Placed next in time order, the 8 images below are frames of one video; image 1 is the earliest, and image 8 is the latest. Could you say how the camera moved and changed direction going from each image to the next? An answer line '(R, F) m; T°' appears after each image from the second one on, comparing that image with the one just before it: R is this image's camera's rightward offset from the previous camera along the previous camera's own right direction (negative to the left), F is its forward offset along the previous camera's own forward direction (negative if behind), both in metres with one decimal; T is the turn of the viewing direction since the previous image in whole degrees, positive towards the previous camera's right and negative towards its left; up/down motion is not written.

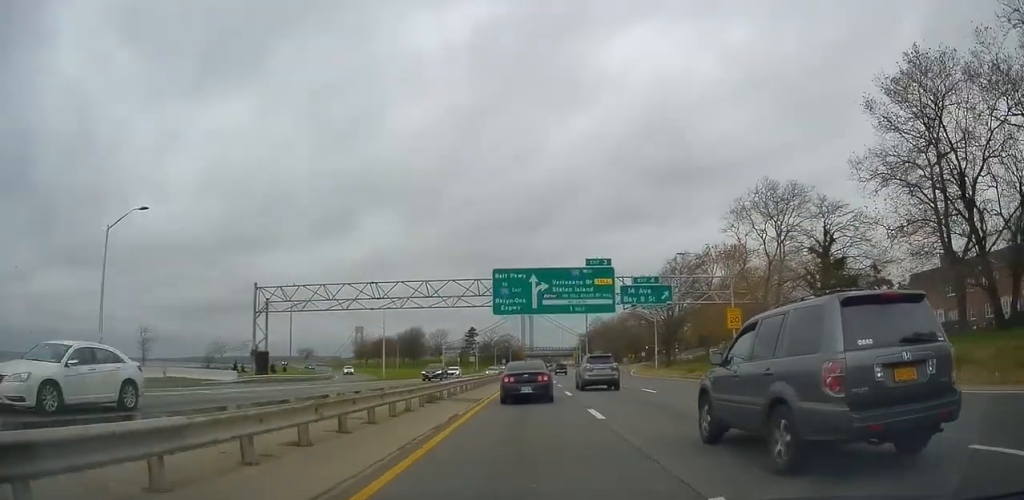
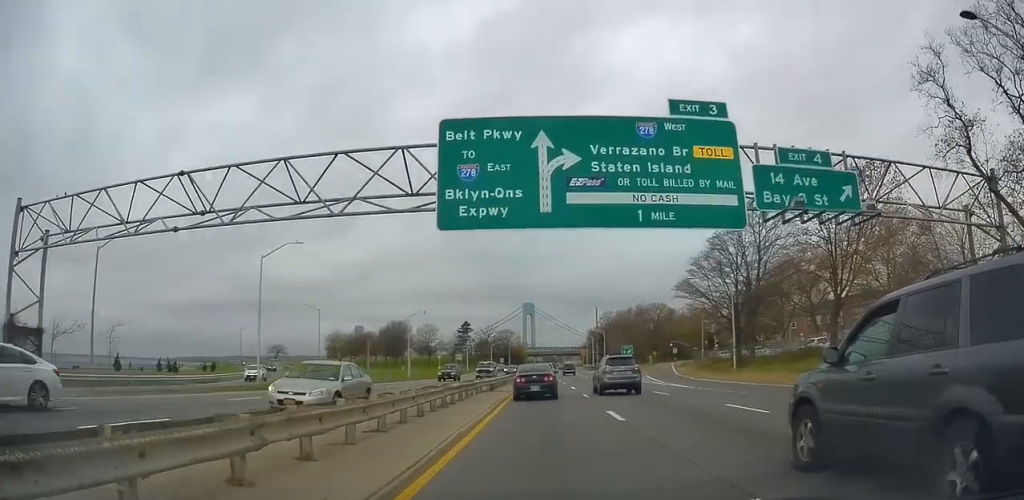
(+0.1, +33.6) m; +1°
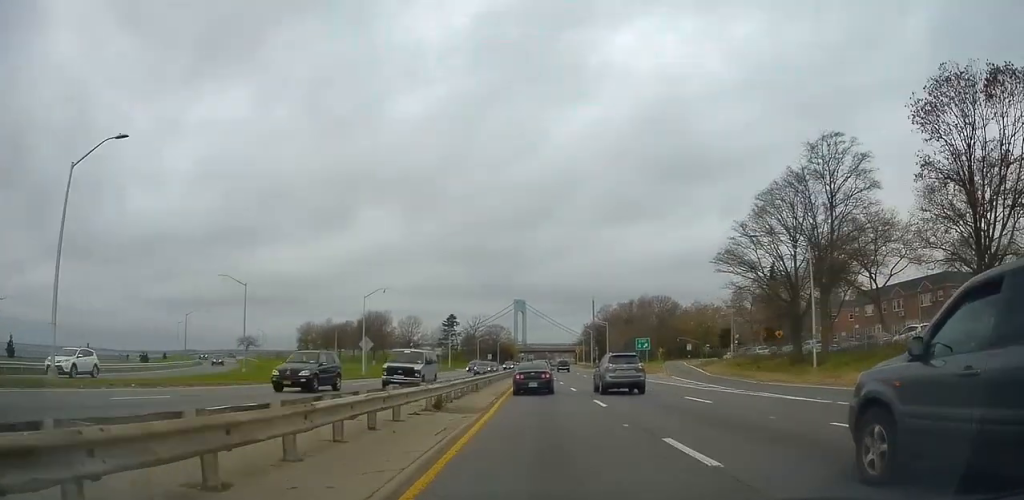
(+0.4, +17.8) m; 0°
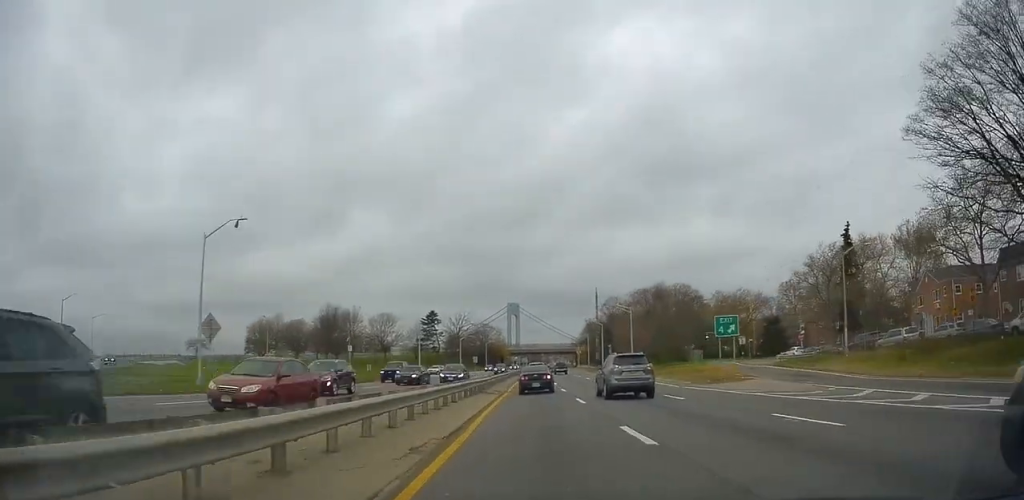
(-0.4, +30.6) m; 0°
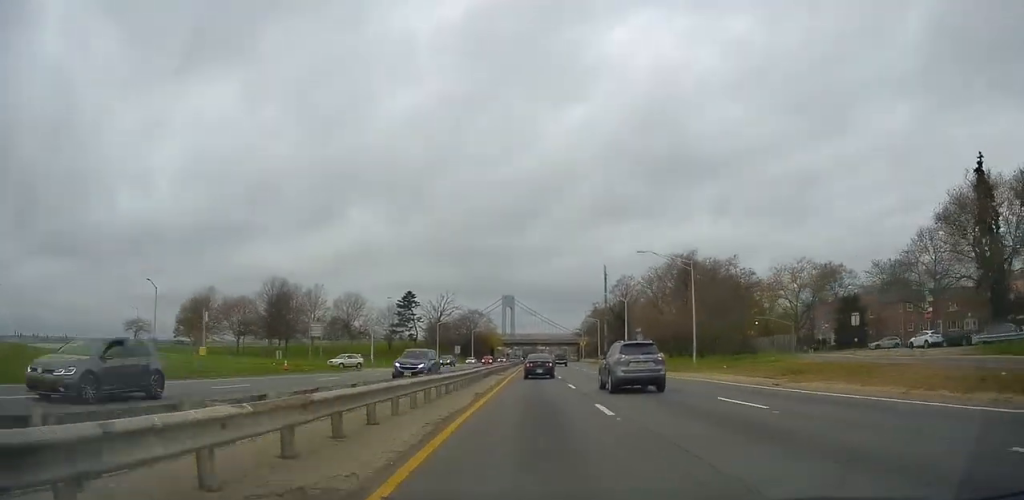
(+0.5, +29.9) m; 0°
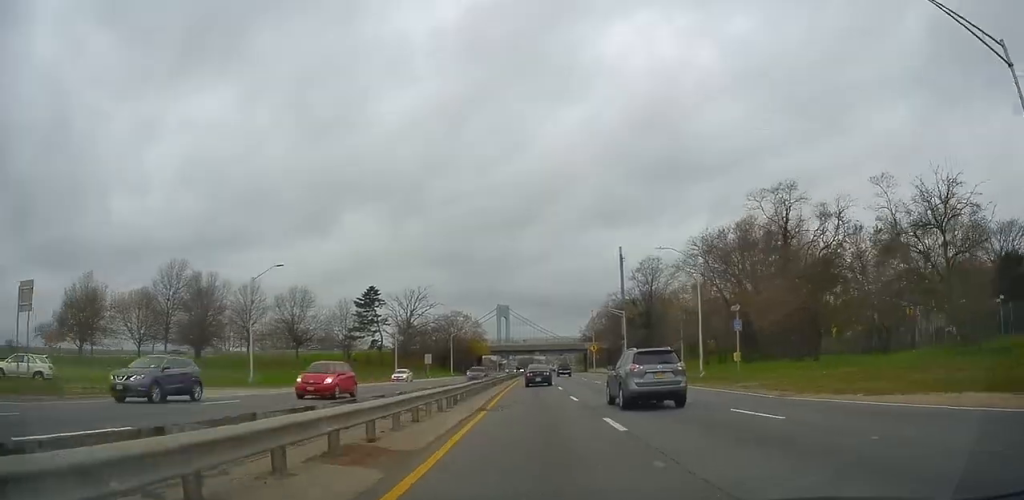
(-0.3, +34.4) m; 0°
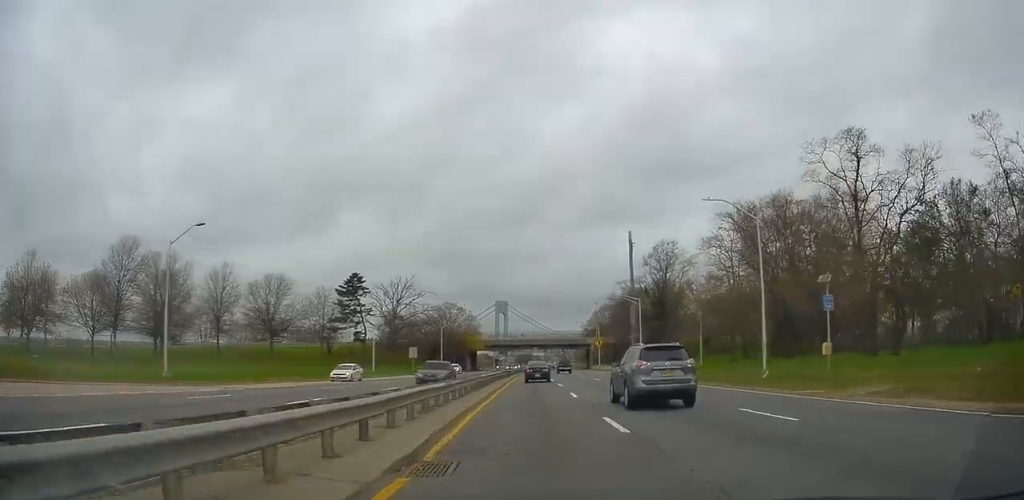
(+0.1, +11.7) m; +1°
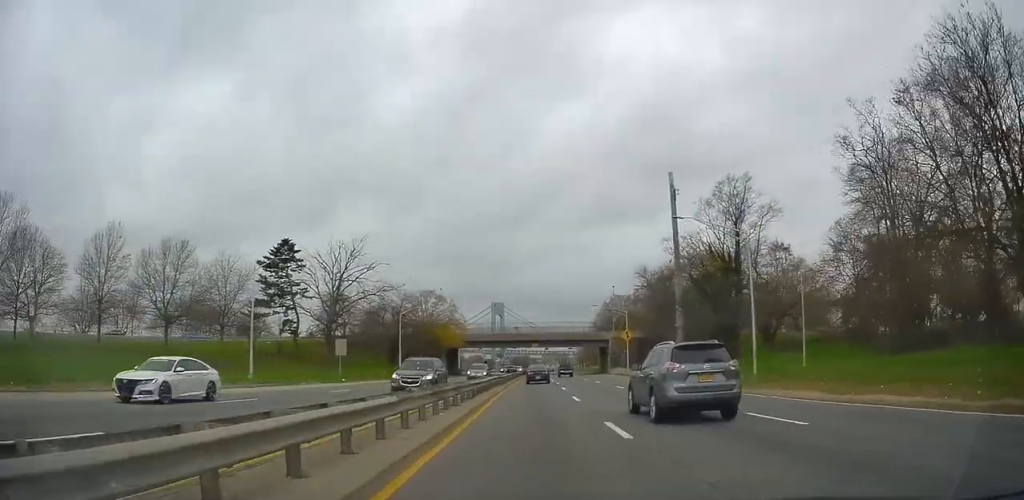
(+0.4, +33.7) m; +1°
